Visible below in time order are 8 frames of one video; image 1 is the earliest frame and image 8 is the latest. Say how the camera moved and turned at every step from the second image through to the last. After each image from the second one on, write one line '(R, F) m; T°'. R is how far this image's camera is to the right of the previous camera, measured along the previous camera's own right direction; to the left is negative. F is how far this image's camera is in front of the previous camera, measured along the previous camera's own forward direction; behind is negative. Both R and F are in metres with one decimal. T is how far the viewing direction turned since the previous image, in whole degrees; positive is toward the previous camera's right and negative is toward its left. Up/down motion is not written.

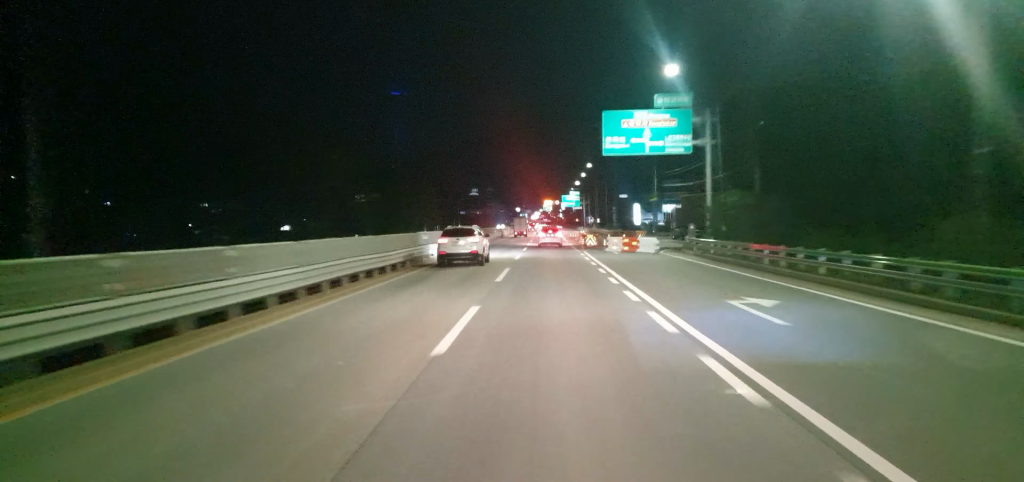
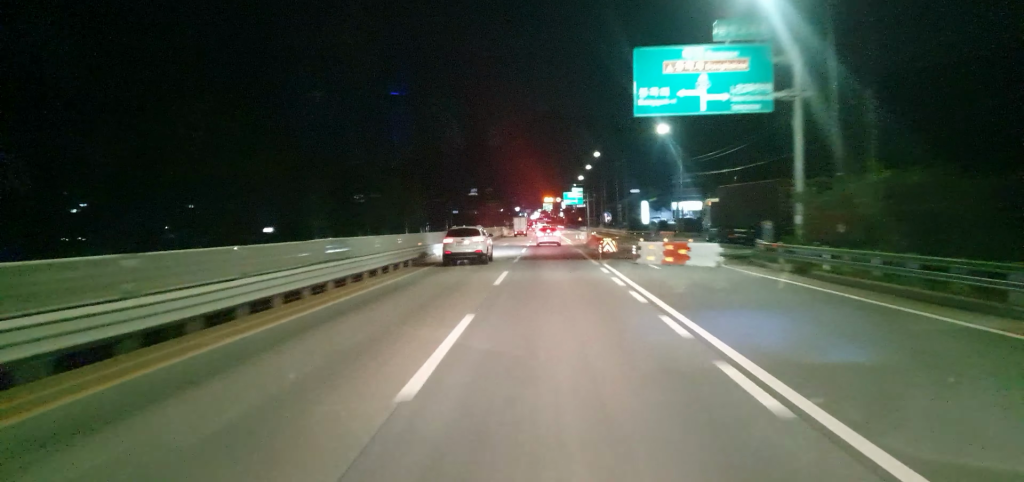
(+0.1, +15.9) m; 0°
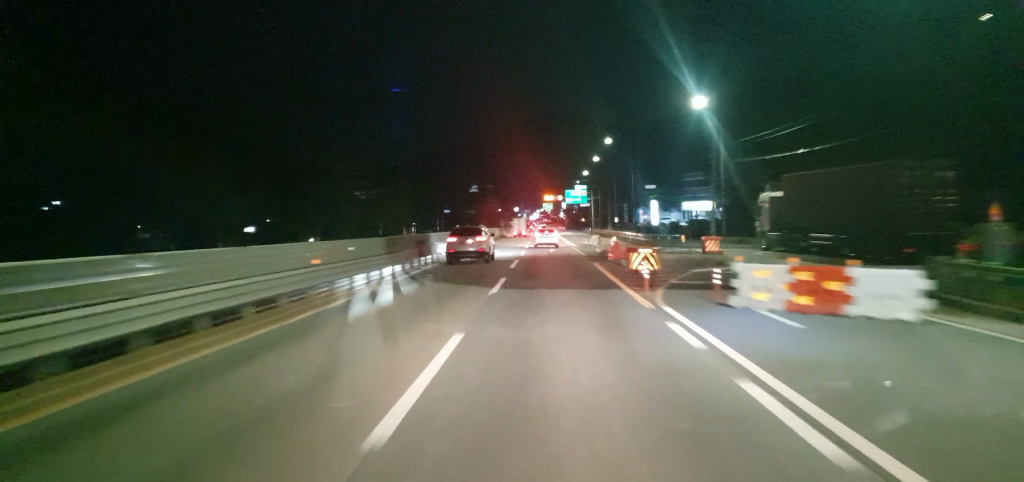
(0.0, +15.9) m; 0°
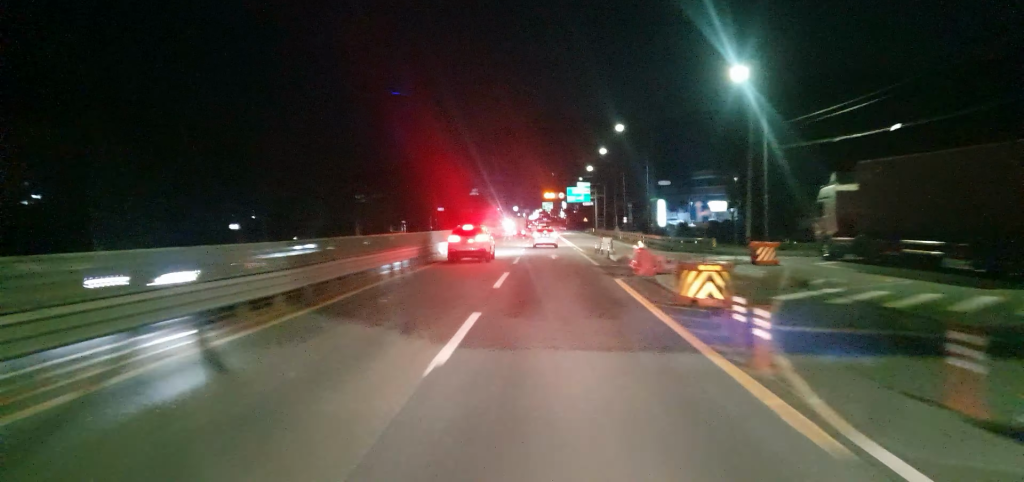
(0.0, +10.2) m; 0°
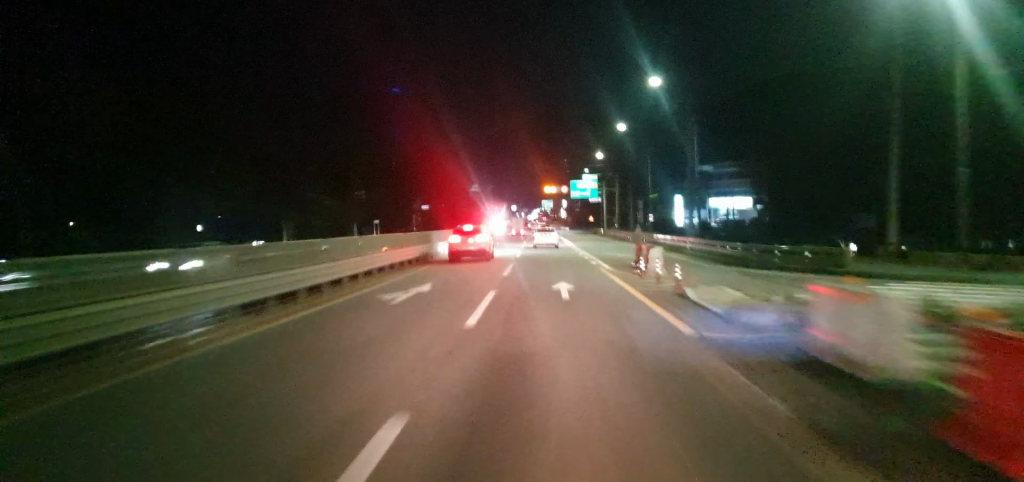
(-0.1, +20.3) m; -1°
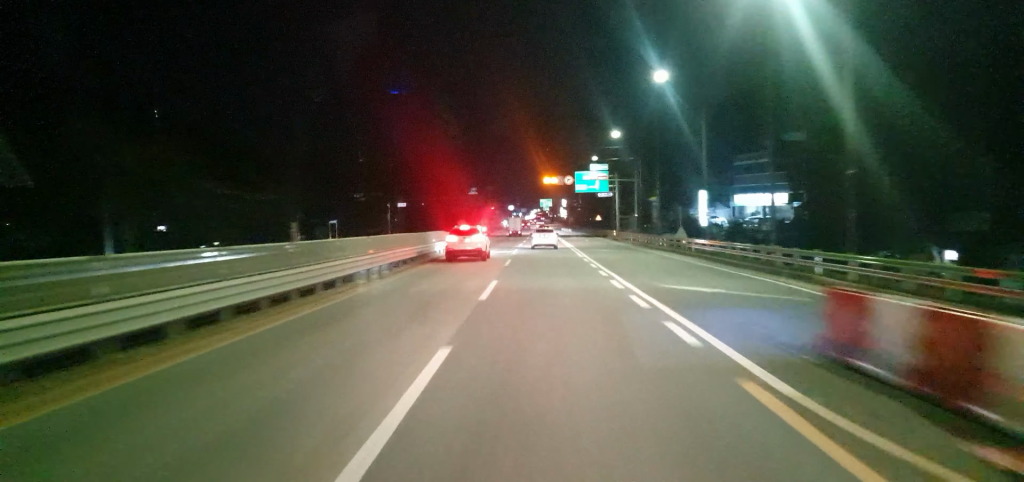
(-0.2, +22.3) m; -1°
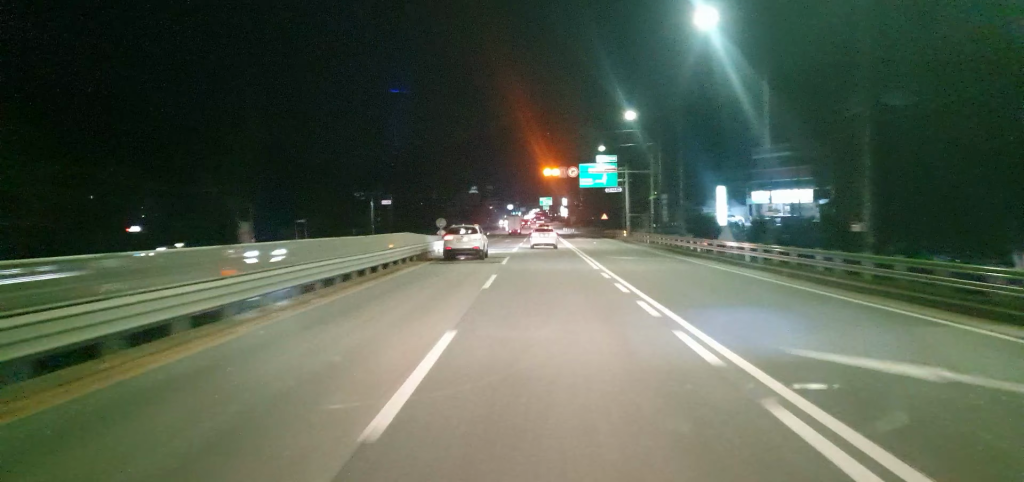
(0.0, +10.8) m; 0°
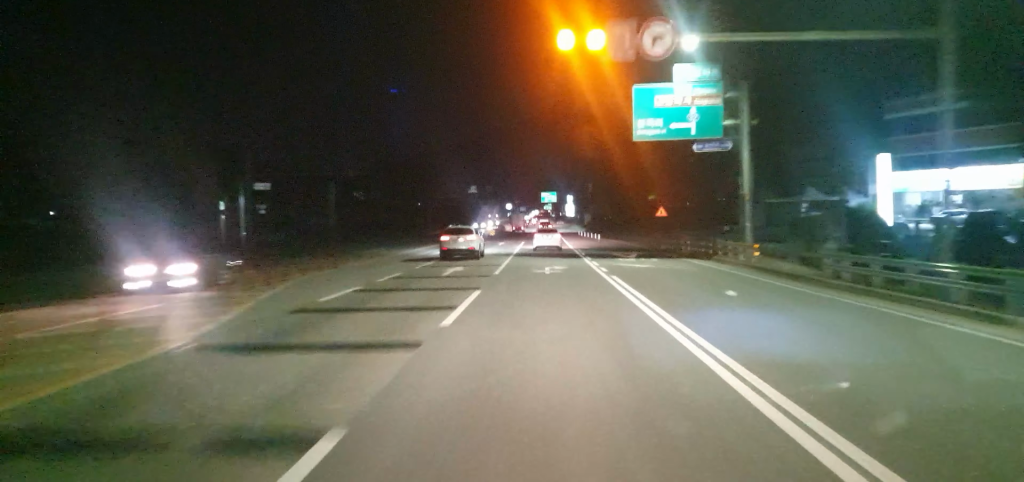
(+0.5, +48.3) m; +1°
